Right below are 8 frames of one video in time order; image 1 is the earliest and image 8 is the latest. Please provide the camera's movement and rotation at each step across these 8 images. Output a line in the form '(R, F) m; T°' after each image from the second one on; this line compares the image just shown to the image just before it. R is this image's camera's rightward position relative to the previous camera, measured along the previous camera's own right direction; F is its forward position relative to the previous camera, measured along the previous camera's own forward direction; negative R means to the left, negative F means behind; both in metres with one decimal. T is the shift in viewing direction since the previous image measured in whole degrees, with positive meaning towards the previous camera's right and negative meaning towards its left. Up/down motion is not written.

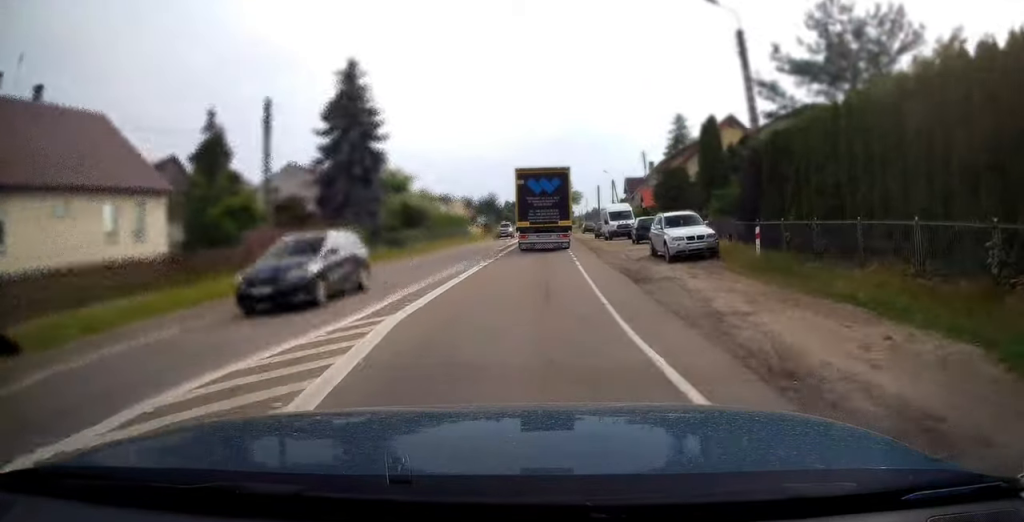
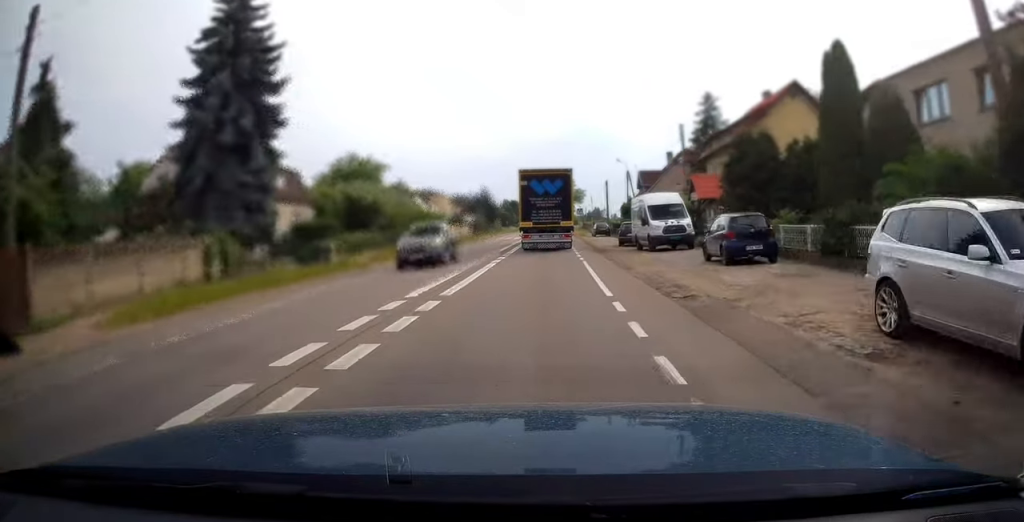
(-0.1, +16.7) m; 0°
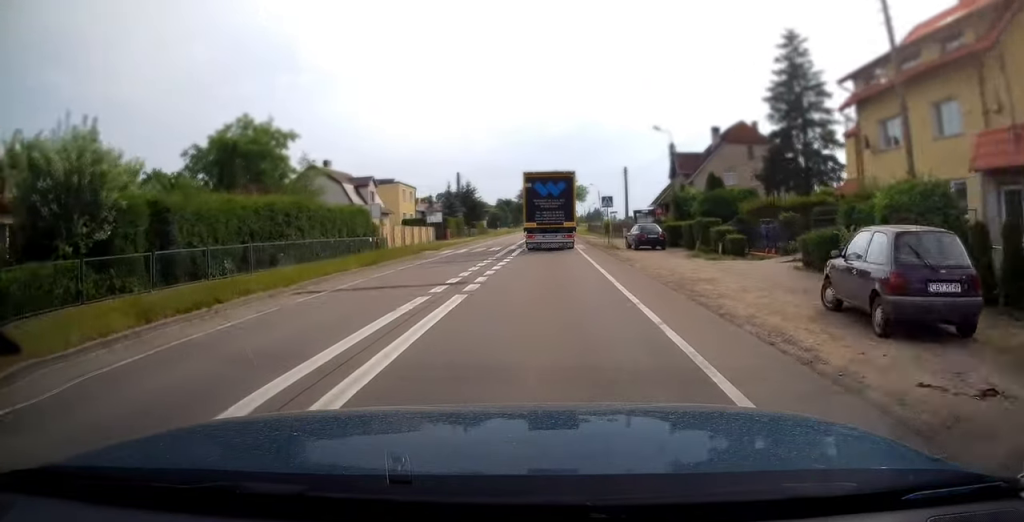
(+0.2, +28.3) m; +1°
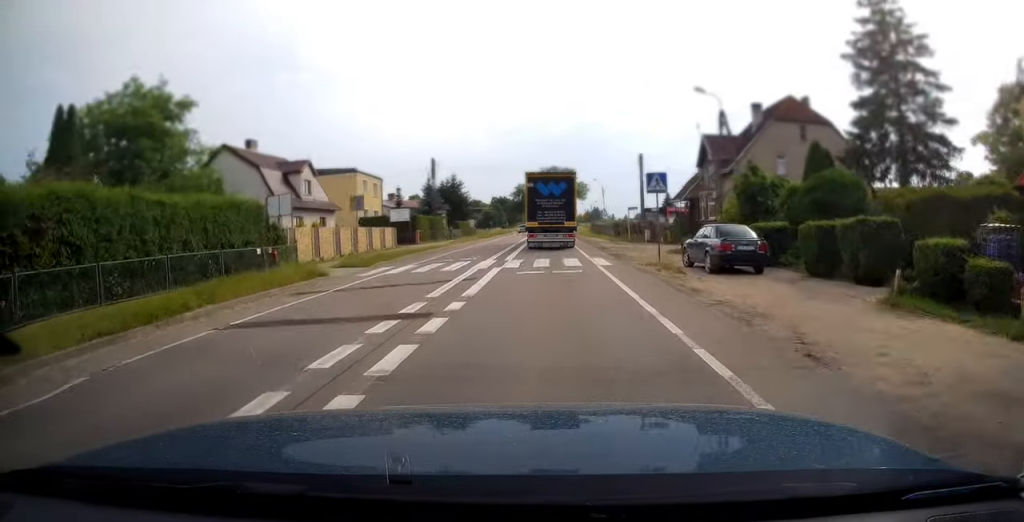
(+0.1, +15.0) m; 0°
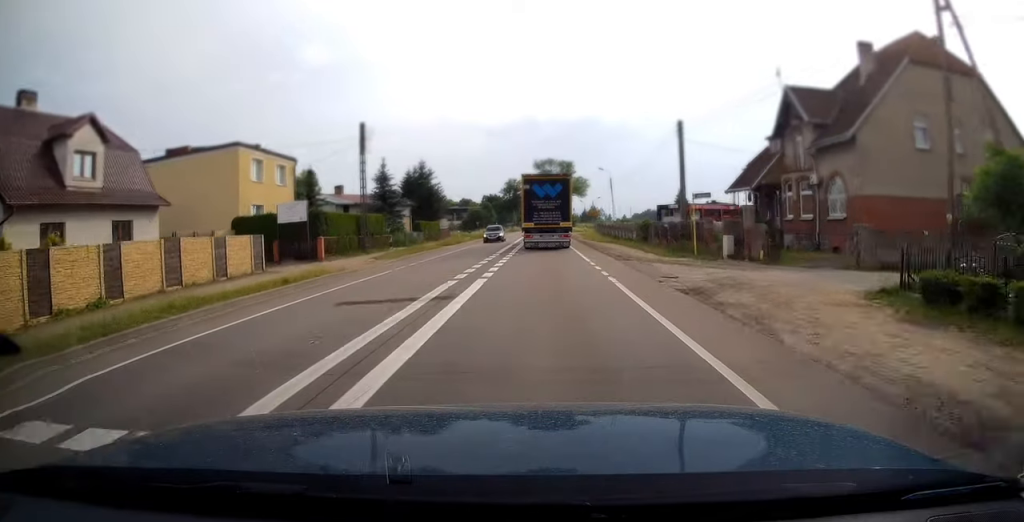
(0.0, +21.6) m; 0°
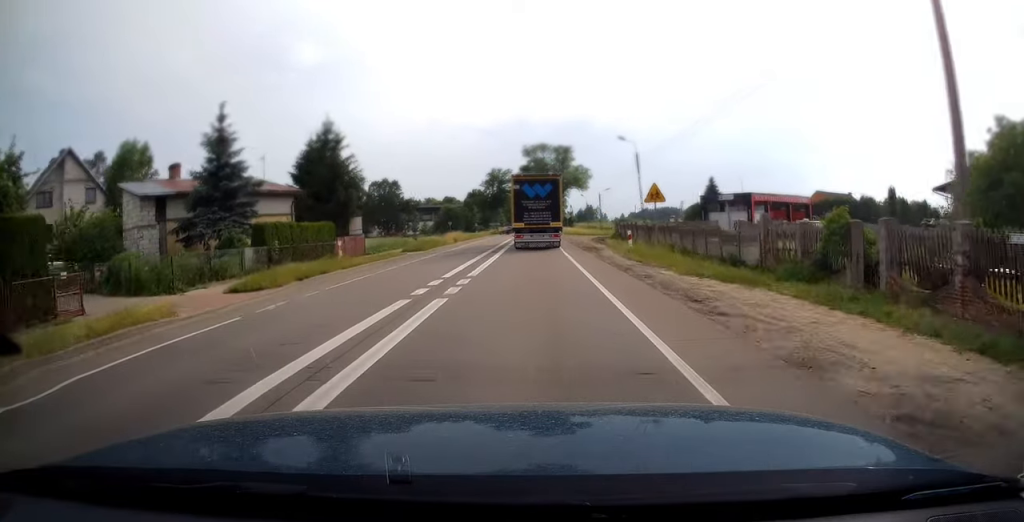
(+0.1, +32.0) m; 0°
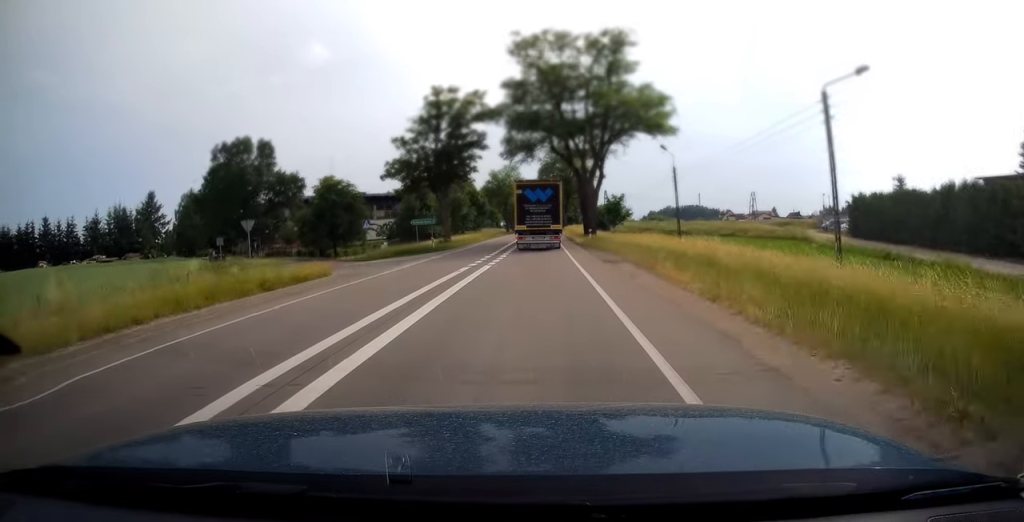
(+0.3, +80.8) m; 0°
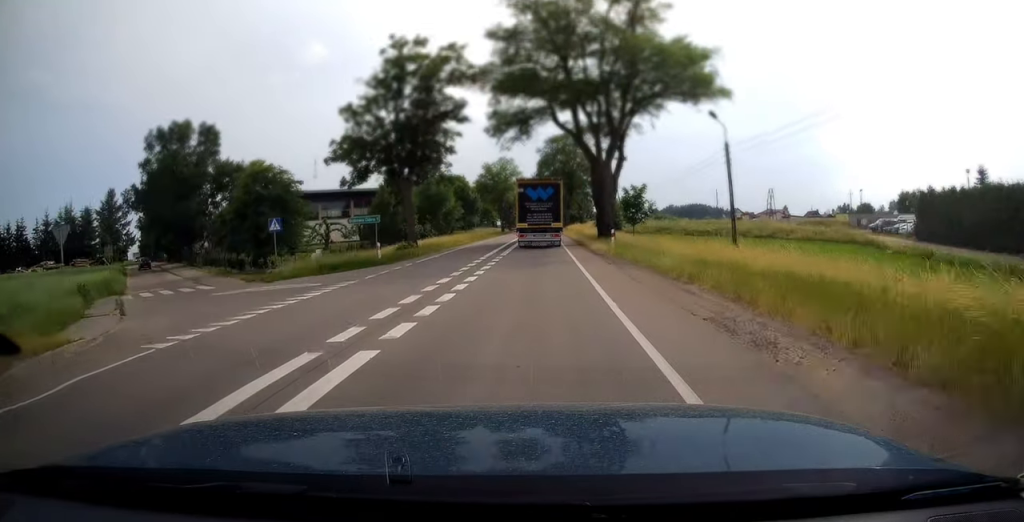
(0.0, +15.1) m; 0°
